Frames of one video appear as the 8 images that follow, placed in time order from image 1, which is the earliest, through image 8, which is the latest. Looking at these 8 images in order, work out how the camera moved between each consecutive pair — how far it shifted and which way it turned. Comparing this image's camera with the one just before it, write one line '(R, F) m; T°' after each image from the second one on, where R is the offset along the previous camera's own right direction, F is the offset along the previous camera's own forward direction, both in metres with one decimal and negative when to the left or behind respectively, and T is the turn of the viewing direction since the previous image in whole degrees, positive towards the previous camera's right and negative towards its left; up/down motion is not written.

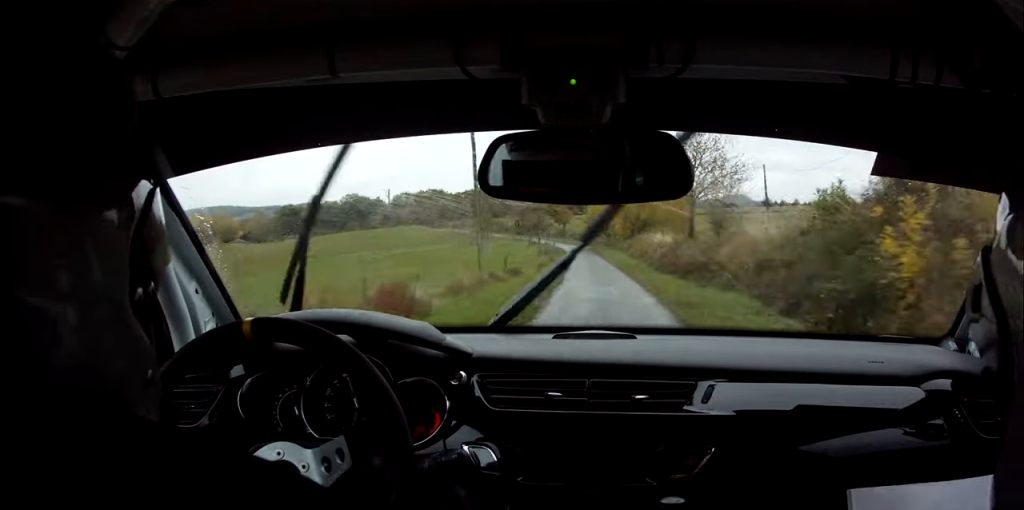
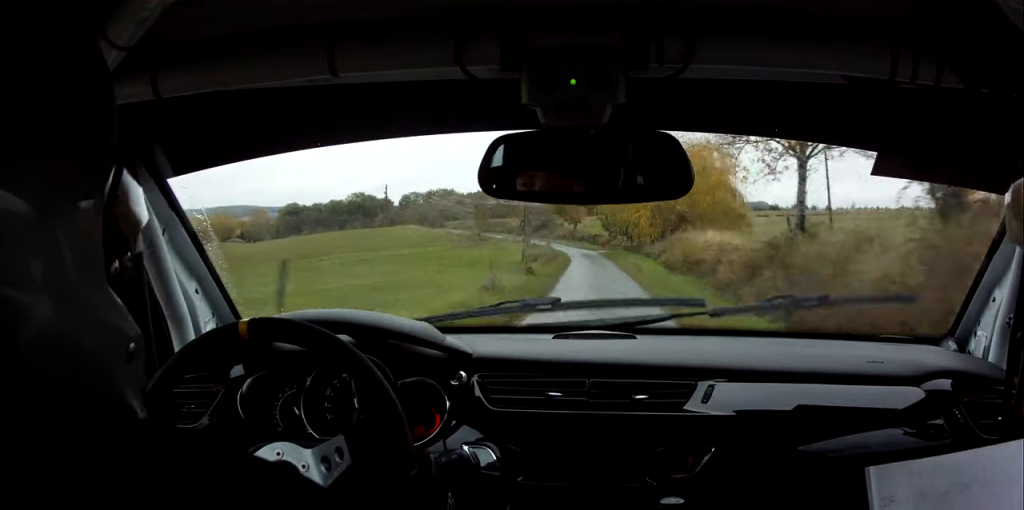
(-0.3, +24.0) m; -2°
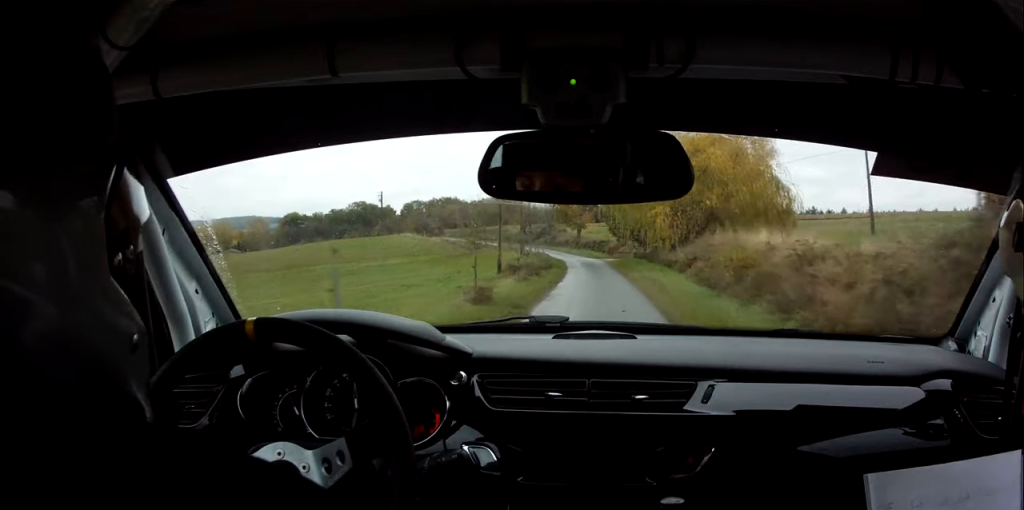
(0.0, +11.9) m; -1°
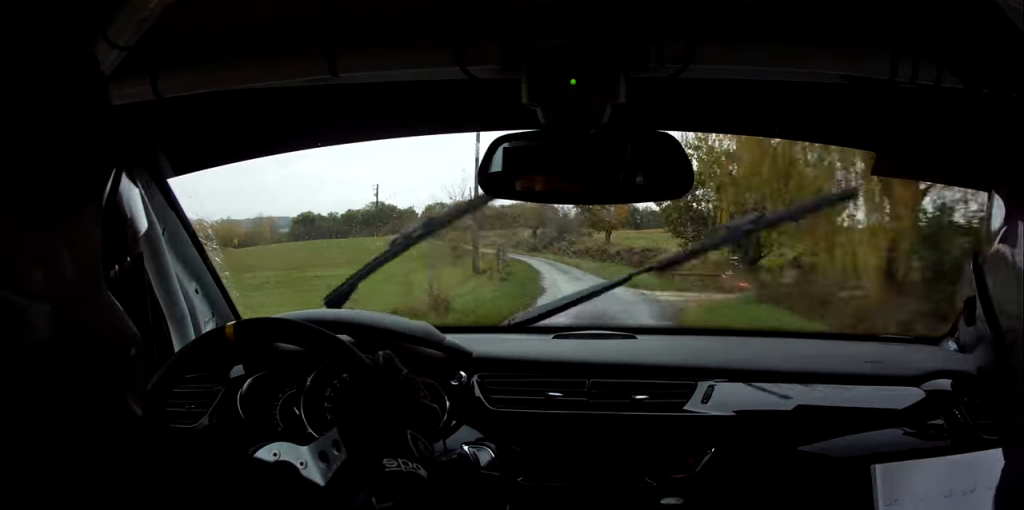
(-1.1, +37.6) m; -3°
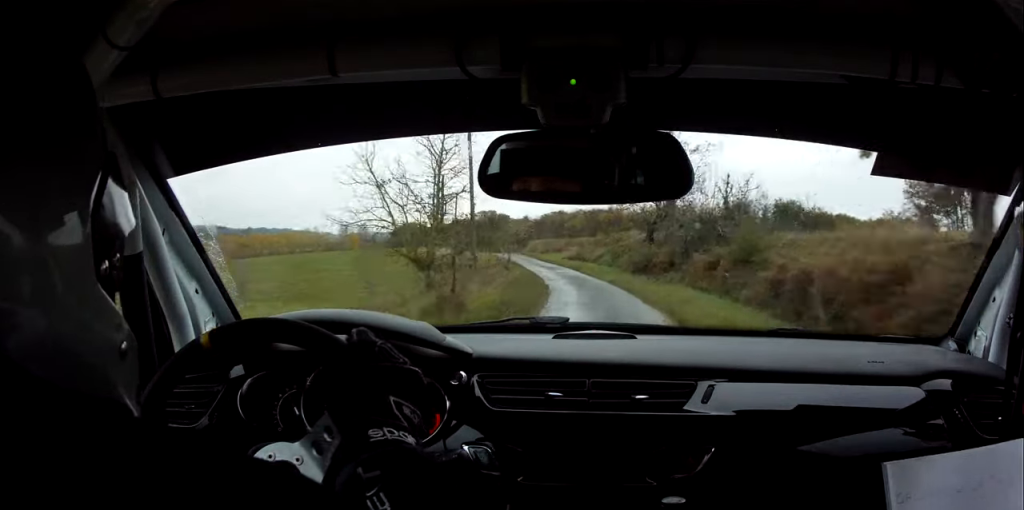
(-3.2, +50.3) m; -9°
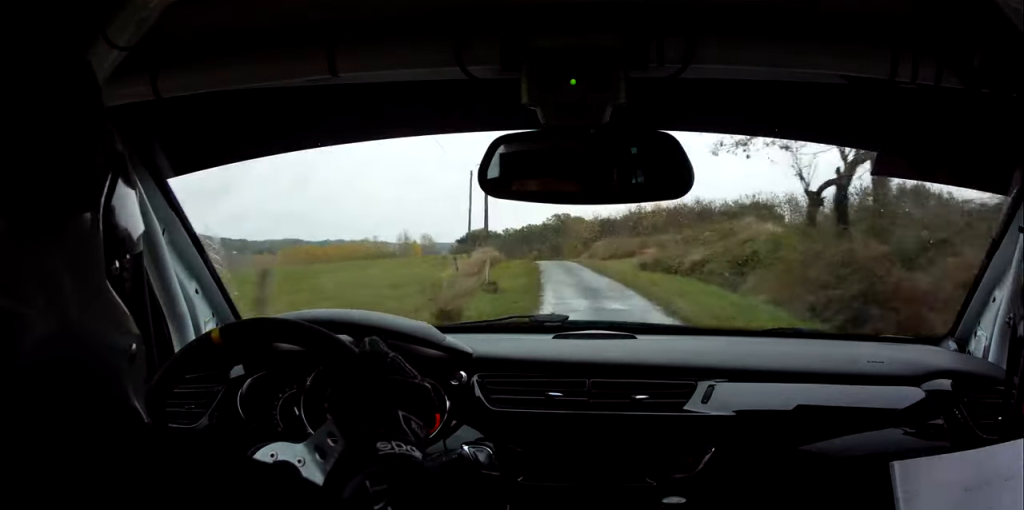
(-1.3, +25.6) m; -5°
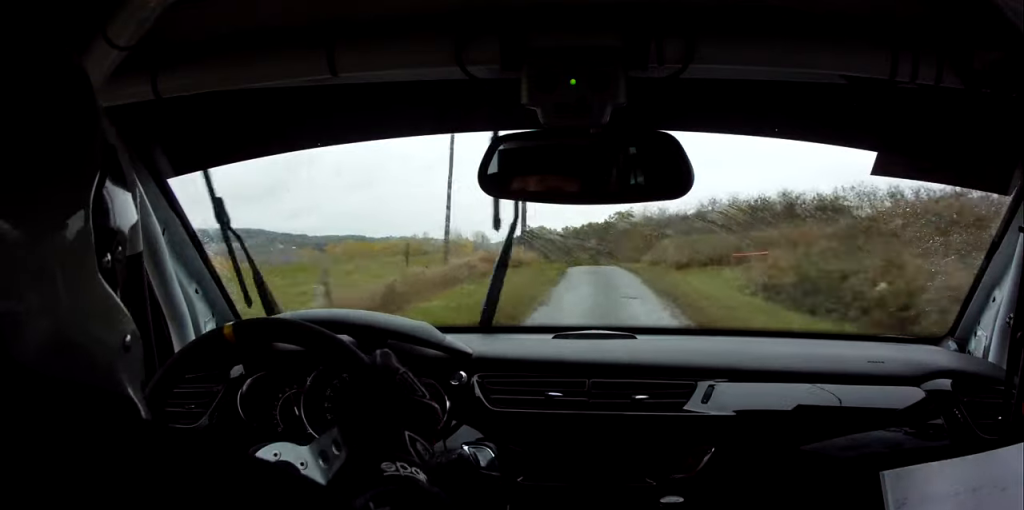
(-0.3, +19.8) m; -3°
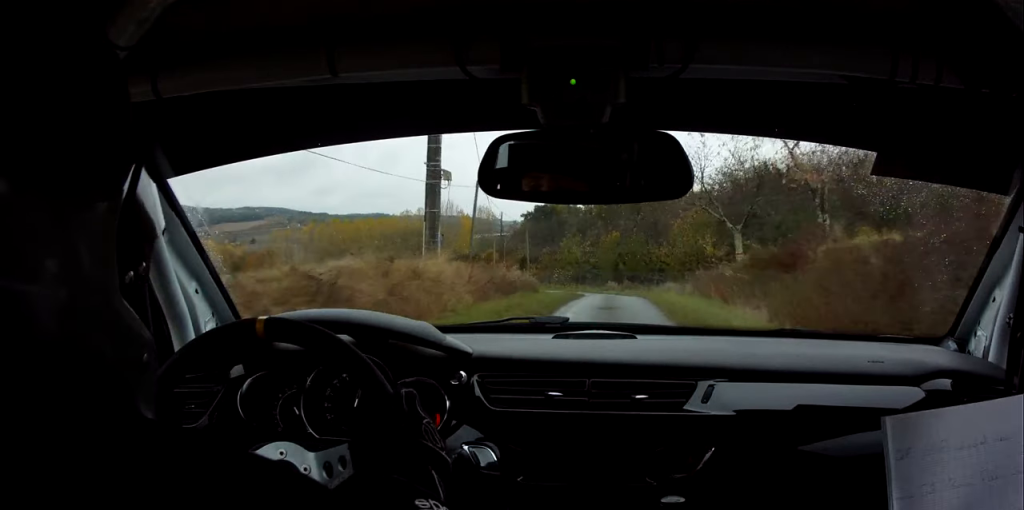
(-2.4, +45.0) m; -3°
